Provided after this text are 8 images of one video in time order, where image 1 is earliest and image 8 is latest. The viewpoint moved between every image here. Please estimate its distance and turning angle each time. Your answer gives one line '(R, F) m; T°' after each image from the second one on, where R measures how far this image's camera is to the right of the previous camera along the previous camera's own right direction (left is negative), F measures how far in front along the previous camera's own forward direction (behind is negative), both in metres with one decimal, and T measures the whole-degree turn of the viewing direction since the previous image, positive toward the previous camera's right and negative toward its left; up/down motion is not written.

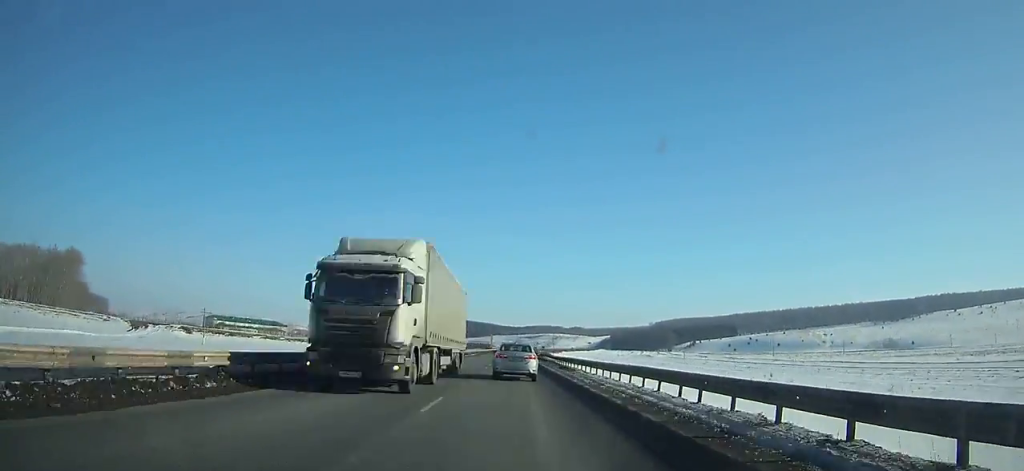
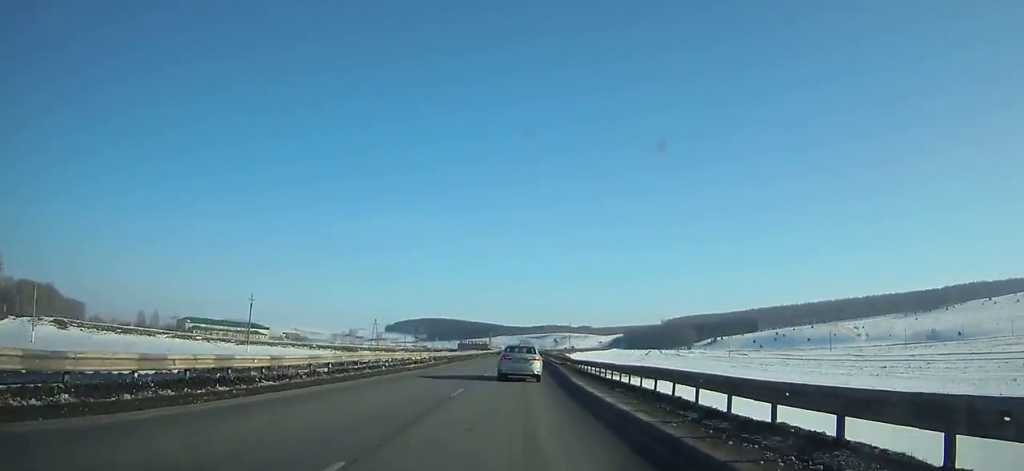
(-0.5, +55.0) m; 0°
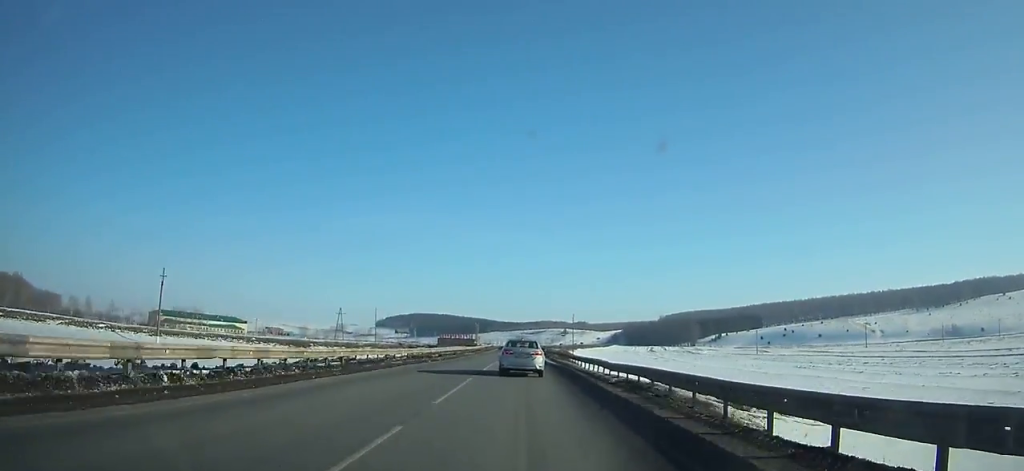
(+0.2, +33.5) m; 0°
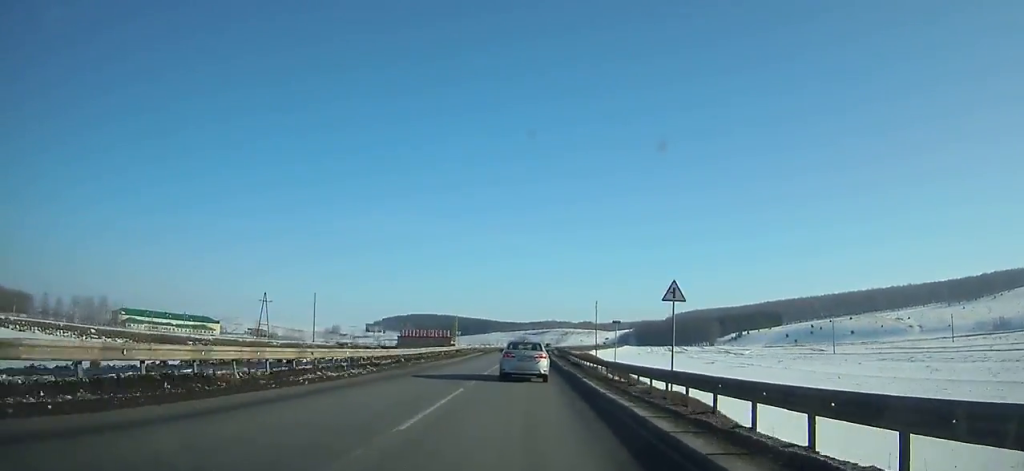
(+0.1, +50.8) m; 0°
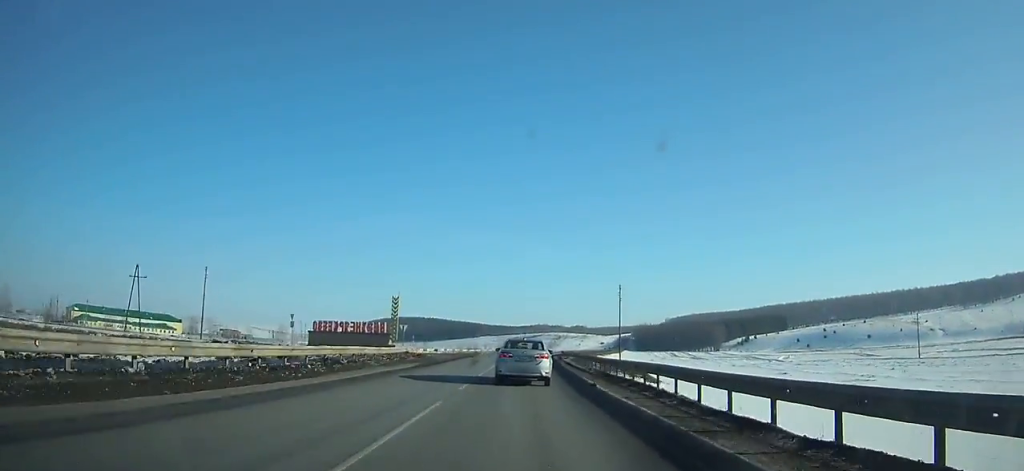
(0.0, +38.8) m; +1°
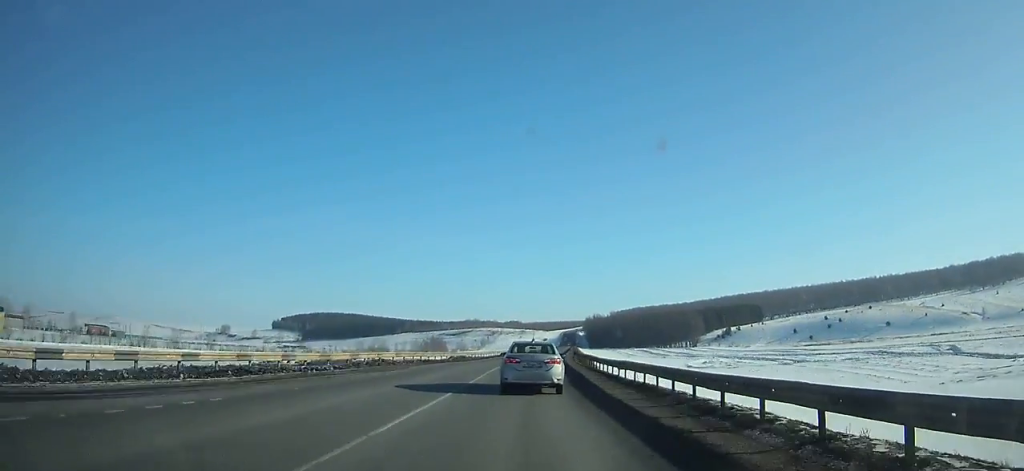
(+5.2, +107.6) m; +7°
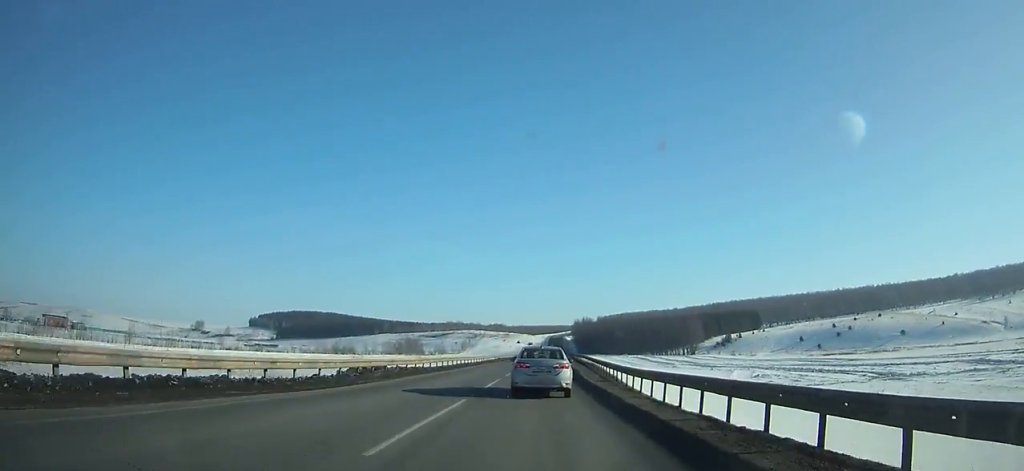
(+1.3, +31.9) m; +2°
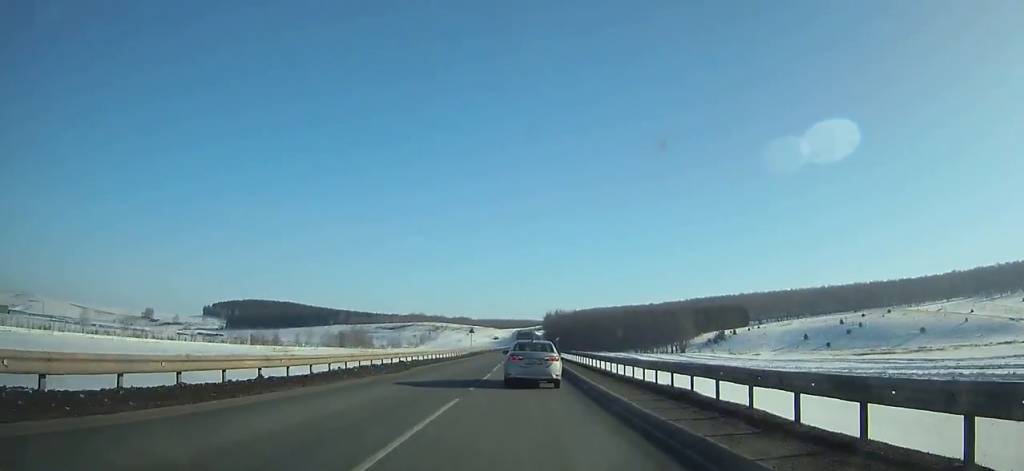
(+1.2, +48.8) m; +2°
